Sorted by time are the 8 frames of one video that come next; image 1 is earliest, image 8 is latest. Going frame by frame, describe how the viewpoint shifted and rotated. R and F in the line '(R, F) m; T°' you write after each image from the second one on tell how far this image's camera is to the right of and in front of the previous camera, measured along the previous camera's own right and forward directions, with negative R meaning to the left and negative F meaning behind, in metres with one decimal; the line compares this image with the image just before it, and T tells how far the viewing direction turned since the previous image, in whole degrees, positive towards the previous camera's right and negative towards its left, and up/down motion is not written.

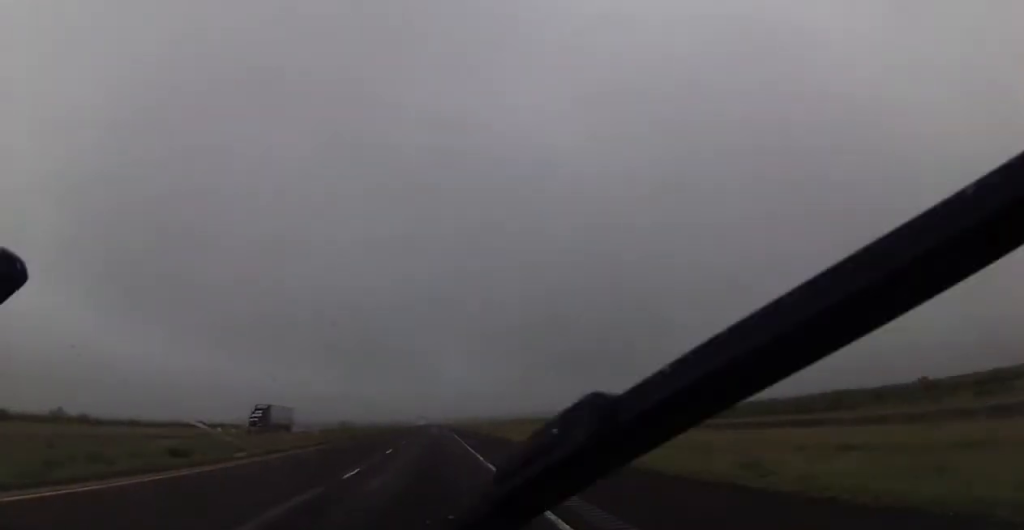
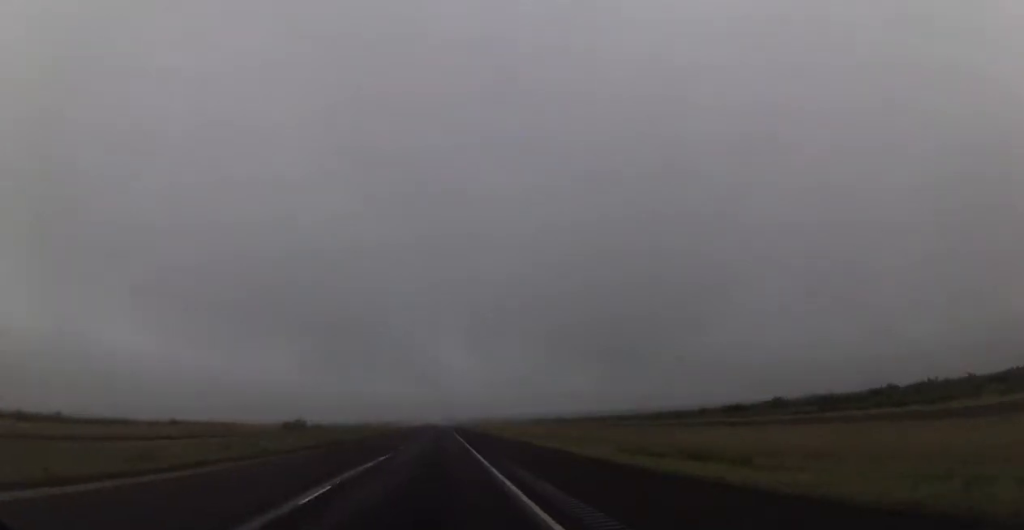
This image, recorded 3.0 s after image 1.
(-0.6, +103.7) m; 0°
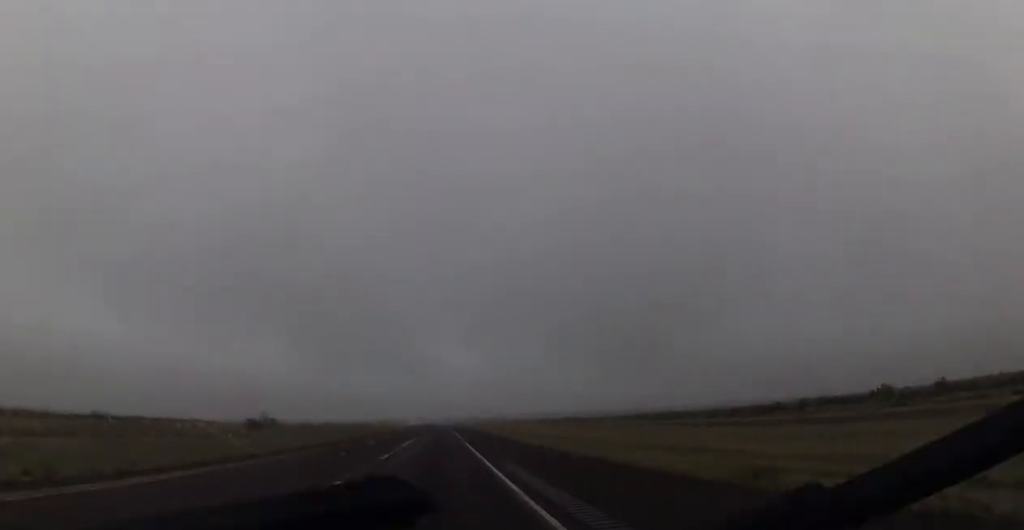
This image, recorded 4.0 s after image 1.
(0.0, +35.8) m; 0°
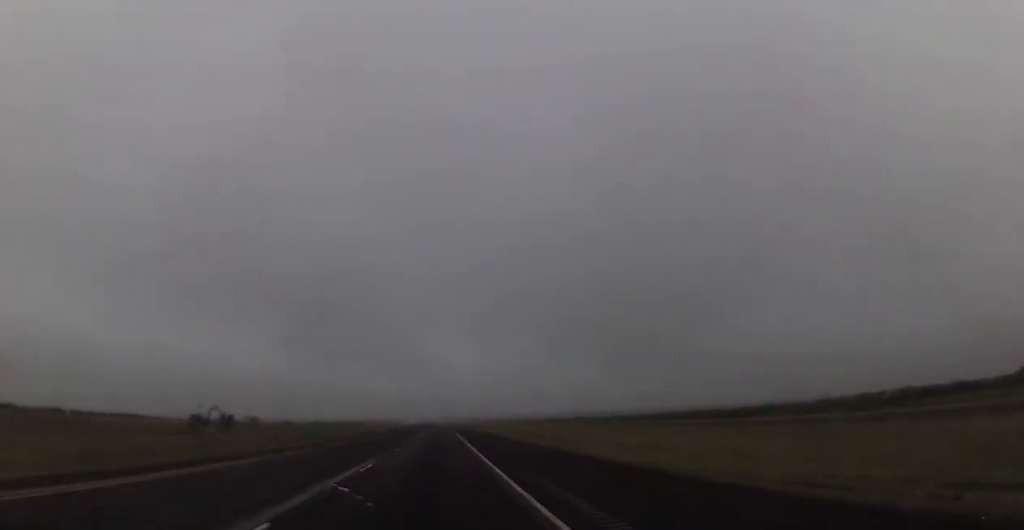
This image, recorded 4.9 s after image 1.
(0.0, +31.2) m; 0°
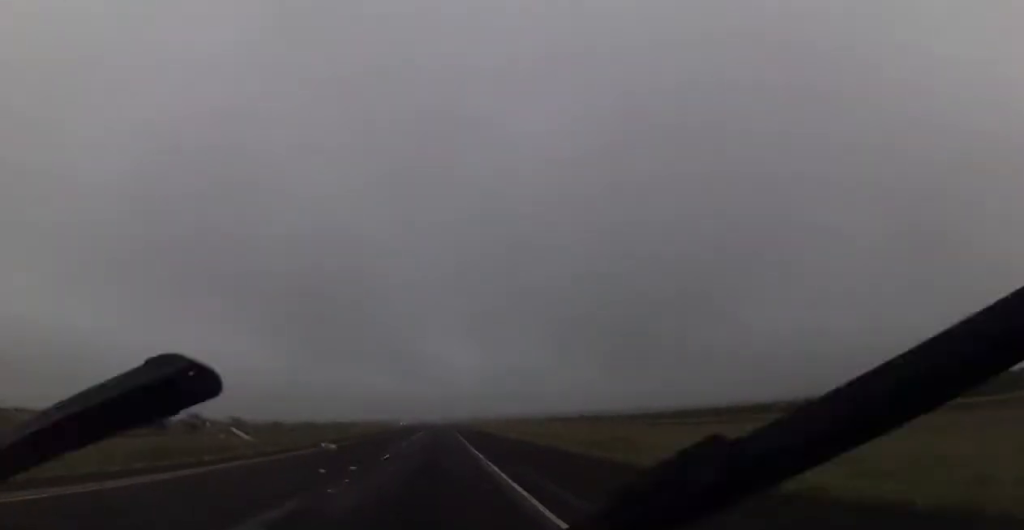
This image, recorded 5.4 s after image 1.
(-0.1, +17.4) m; 0°
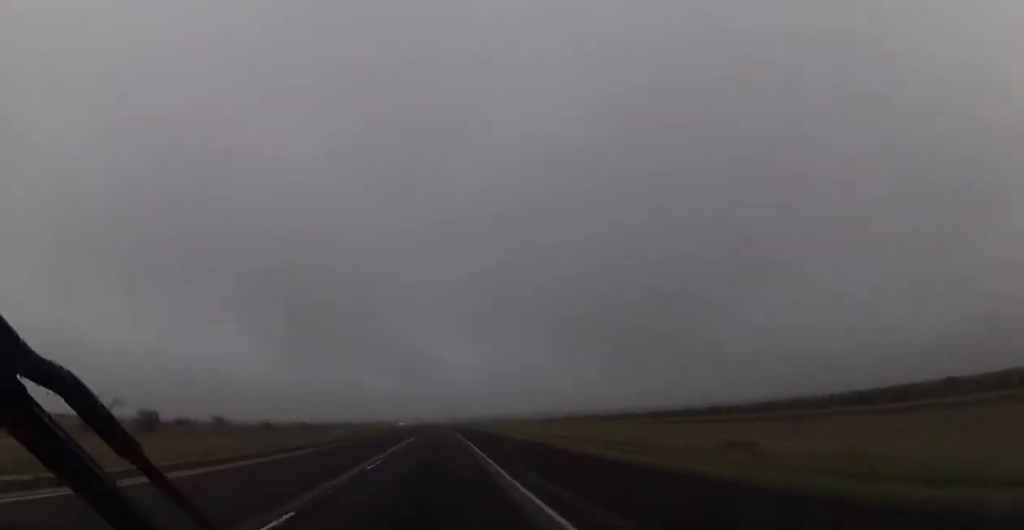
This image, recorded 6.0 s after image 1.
(0.0, +18.5) m; 0°
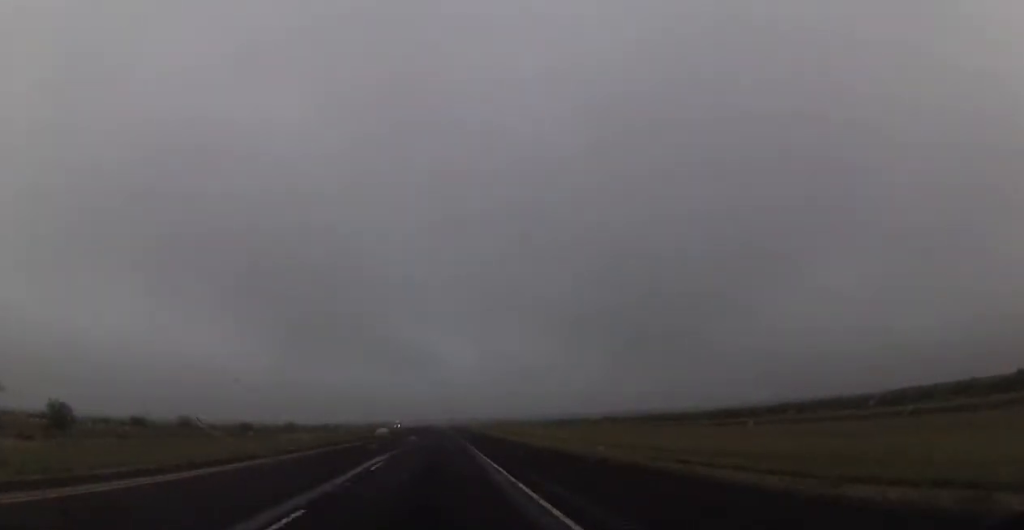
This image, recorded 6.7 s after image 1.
(0.0, +24.3) m; 0°
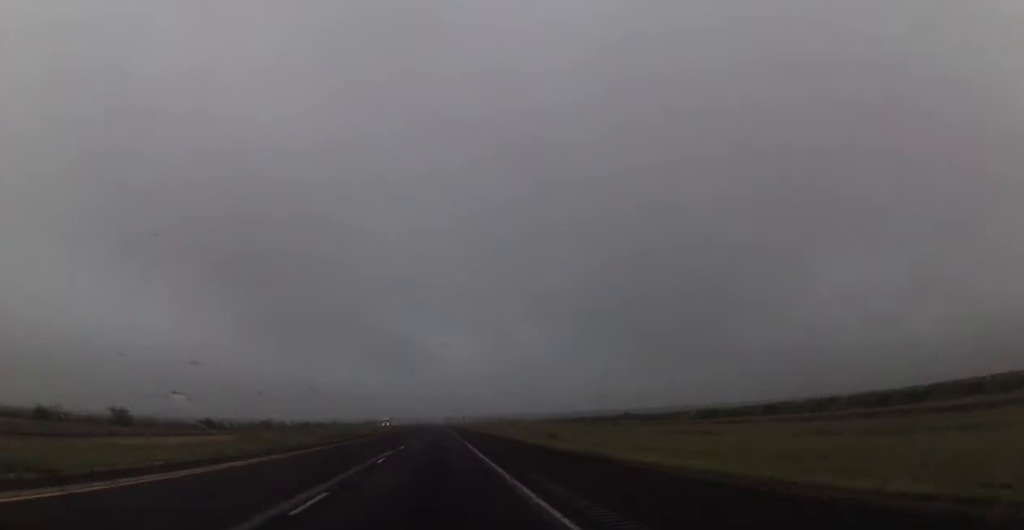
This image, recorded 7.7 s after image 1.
(+0.3, +34.7) m; 0°
